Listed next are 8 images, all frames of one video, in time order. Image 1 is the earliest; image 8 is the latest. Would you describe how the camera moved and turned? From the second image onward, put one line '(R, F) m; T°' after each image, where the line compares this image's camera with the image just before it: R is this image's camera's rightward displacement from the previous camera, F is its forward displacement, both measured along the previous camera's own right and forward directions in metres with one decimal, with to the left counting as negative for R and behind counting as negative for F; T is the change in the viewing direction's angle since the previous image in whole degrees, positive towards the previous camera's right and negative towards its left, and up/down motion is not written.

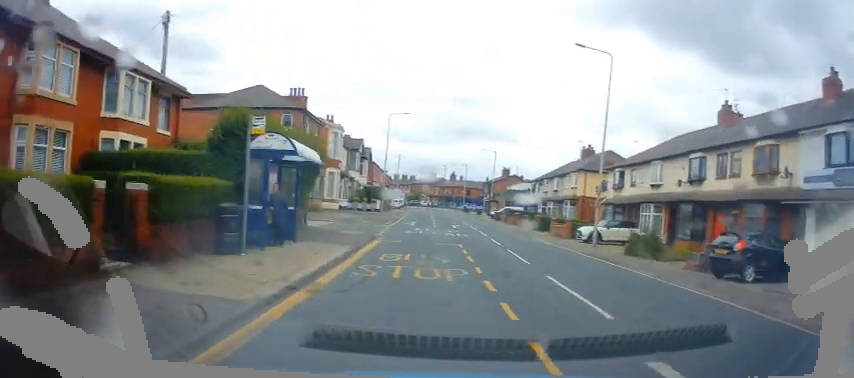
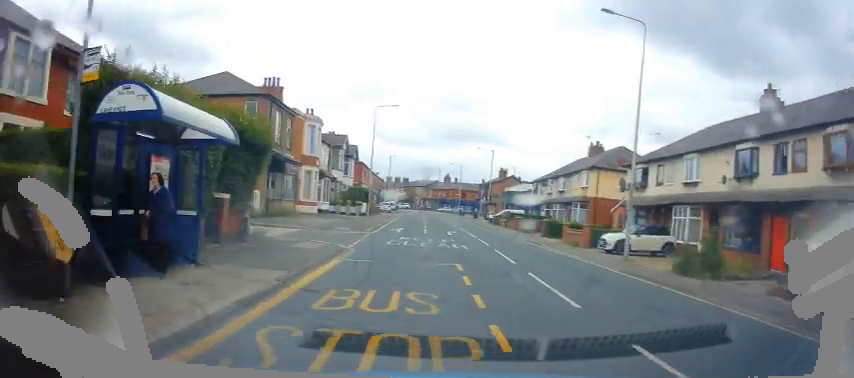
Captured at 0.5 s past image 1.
(+0.1, +5.2) m; 0°
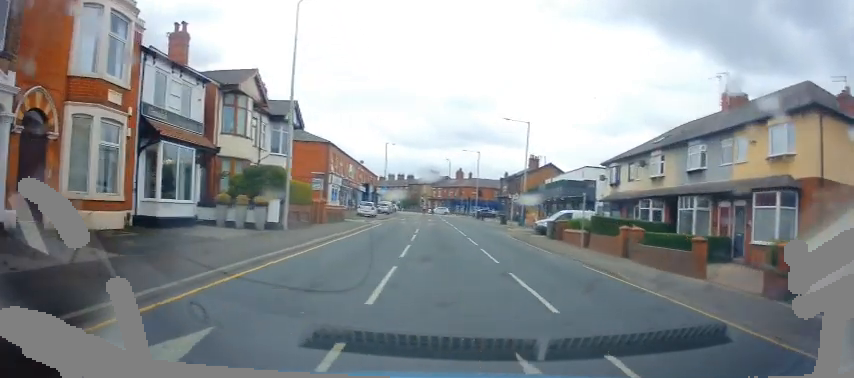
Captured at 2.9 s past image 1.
(-0.7, +24.1) m; -2°
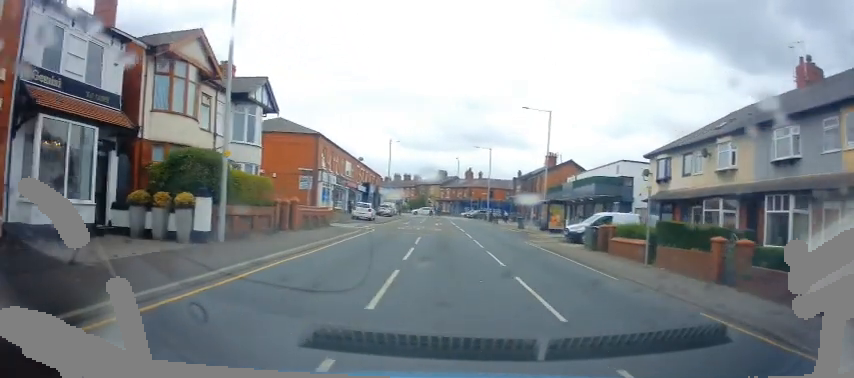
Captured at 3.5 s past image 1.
(0.0, +6.3) m; 0°
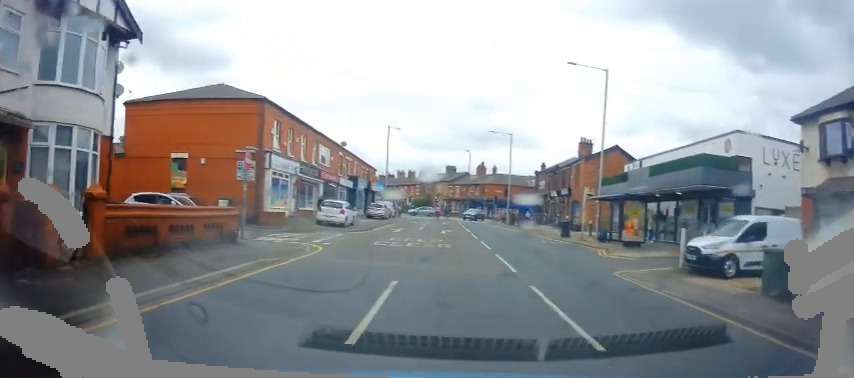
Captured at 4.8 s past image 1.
(-0.2, +13.1) m; -3°
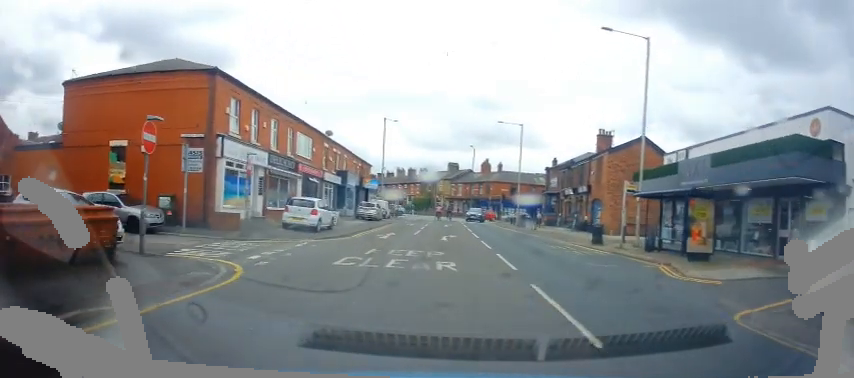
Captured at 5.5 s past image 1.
(-0.2, +5.9) m; 0°
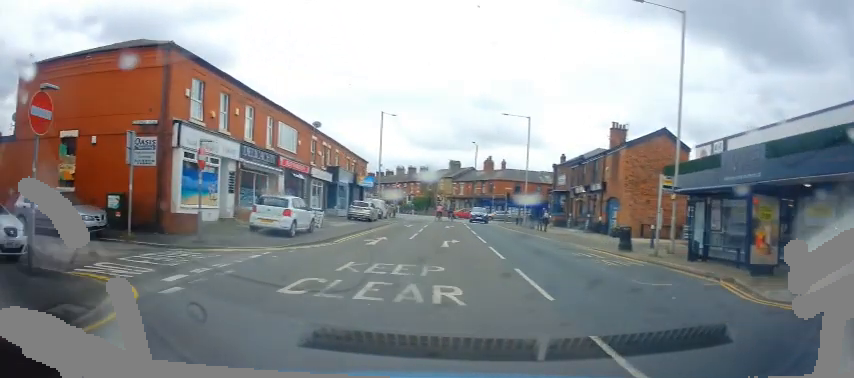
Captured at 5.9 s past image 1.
(0.0, +3.7) m; 0°
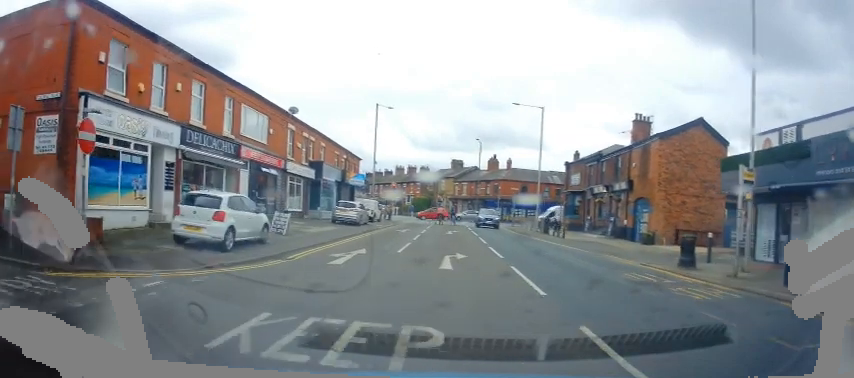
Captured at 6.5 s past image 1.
(+0.2, +5.1) m; +1°
